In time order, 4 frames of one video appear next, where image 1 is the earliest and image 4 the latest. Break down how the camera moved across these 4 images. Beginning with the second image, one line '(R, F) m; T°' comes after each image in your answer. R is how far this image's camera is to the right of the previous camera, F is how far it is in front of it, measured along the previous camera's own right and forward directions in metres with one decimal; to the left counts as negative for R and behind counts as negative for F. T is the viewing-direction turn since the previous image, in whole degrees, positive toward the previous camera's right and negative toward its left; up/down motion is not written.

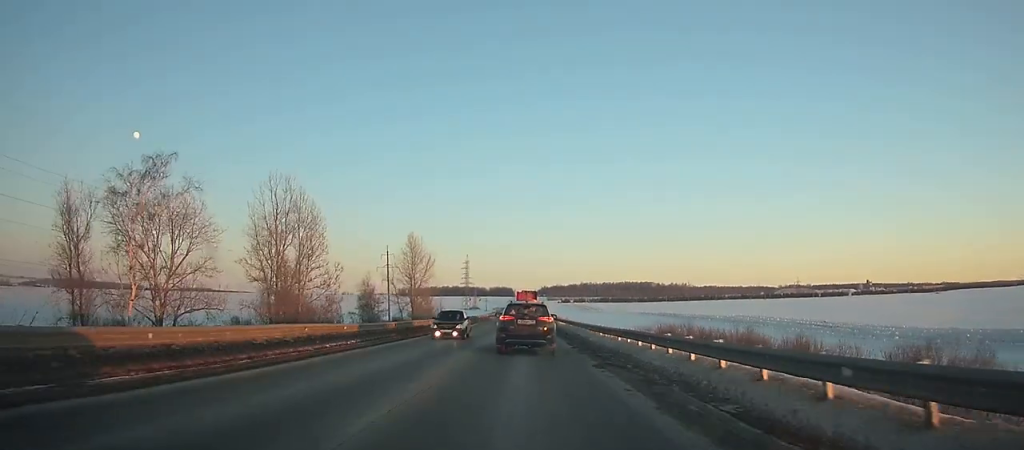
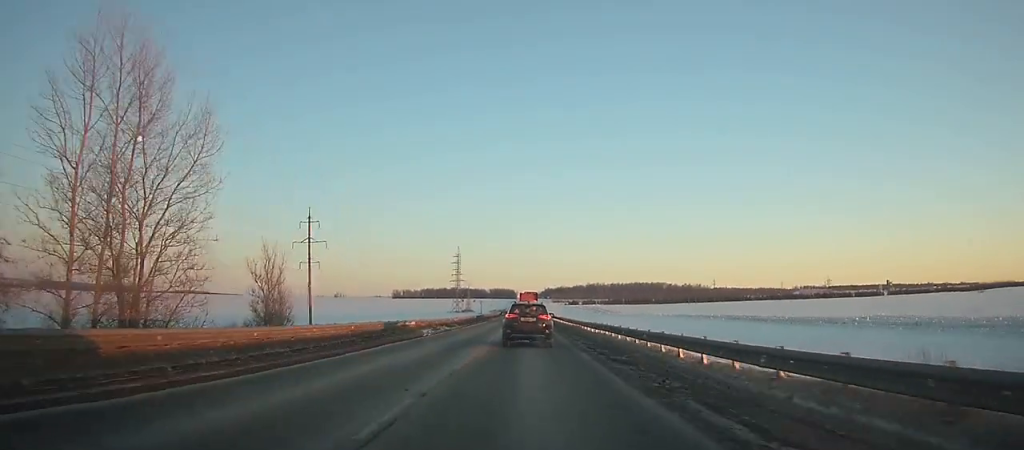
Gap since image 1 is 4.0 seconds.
(-0.2, +74.0) m; 0°
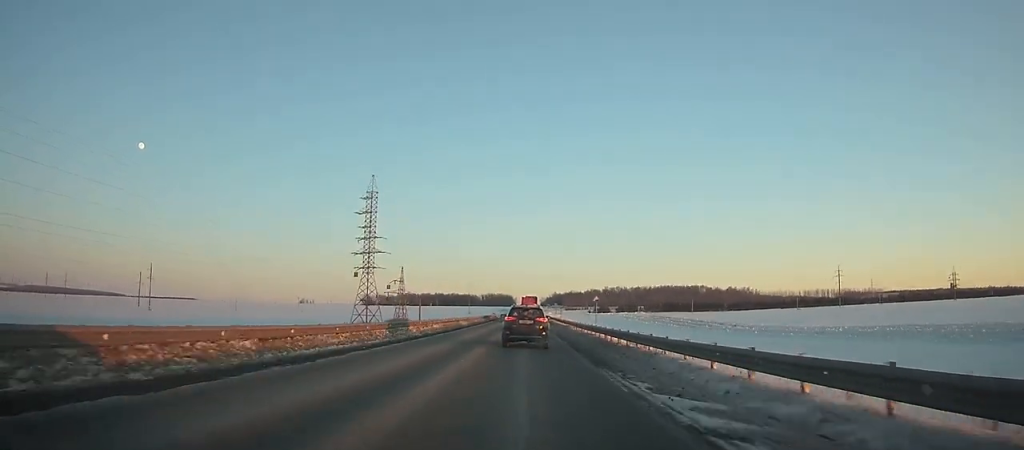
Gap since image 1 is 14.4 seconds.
(0.0, +207.1) m; 0°
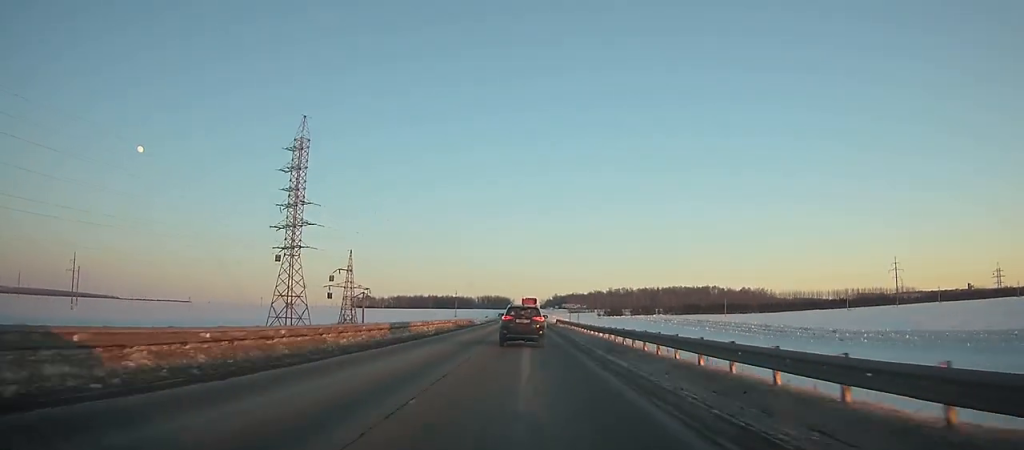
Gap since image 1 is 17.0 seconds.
(+0.1, +53.8) m; 0°
